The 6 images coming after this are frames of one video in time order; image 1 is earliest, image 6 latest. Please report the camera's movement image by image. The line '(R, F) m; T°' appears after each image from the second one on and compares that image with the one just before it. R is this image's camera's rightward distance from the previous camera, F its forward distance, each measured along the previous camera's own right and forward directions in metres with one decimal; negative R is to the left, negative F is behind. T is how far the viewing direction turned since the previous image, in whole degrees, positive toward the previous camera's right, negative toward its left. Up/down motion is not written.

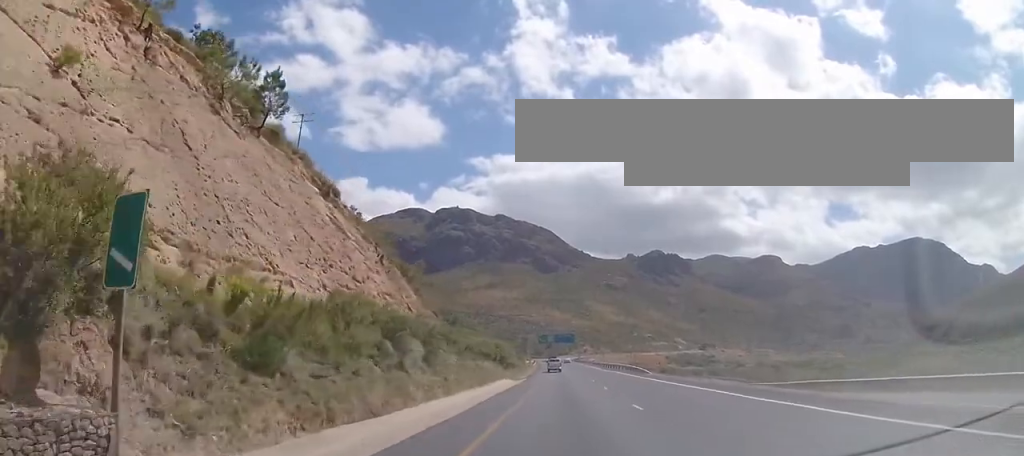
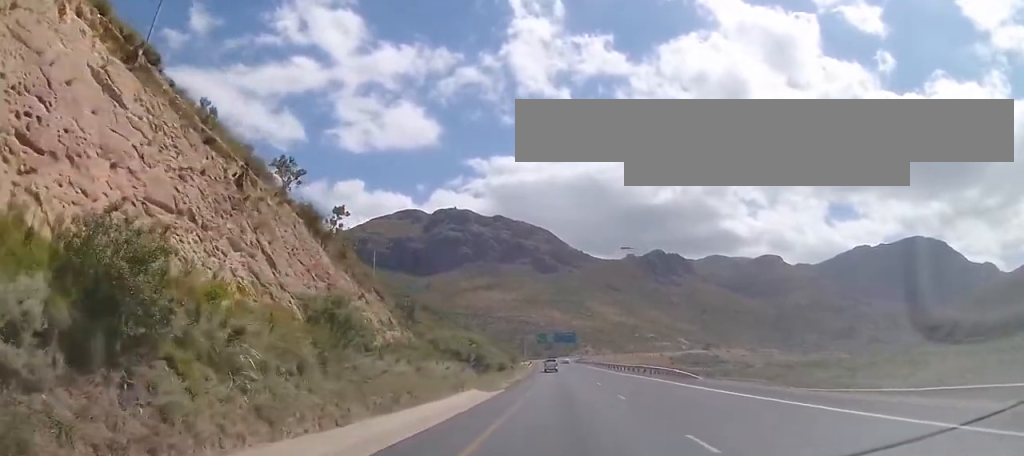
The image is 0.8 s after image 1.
(-0.2, +19.6) m; 0°
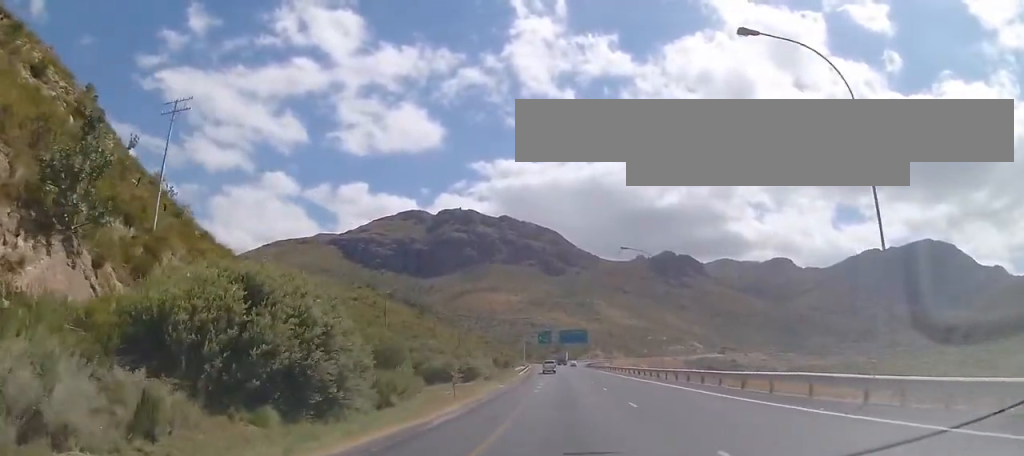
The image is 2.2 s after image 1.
(+0.2, +37.0) m; 0°
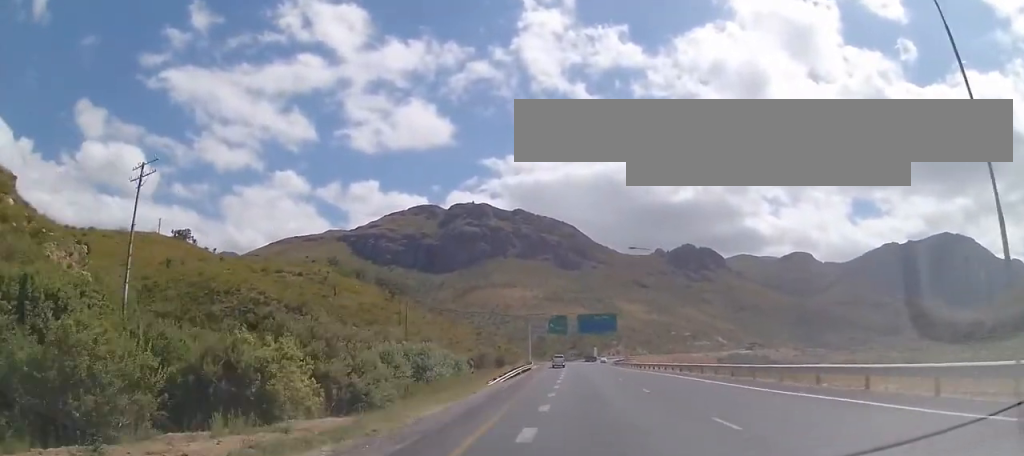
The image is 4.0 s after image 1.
(-0.4, +43.8) m; -1°
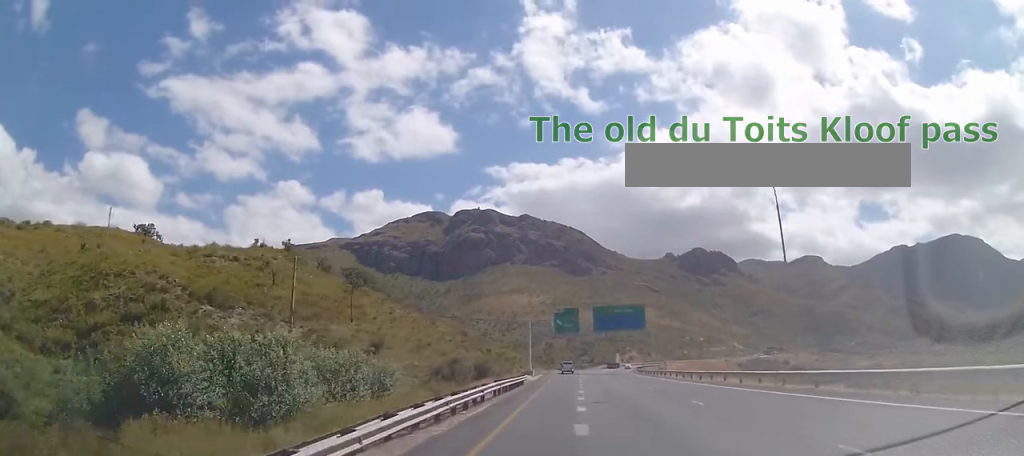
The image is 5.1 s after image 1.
(-0.2, +27.6) m; 0°
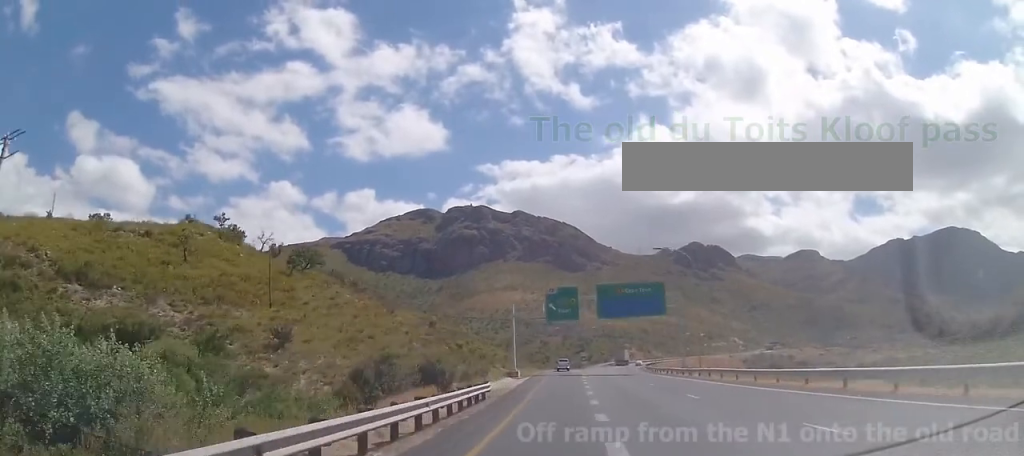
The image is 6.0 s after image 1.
(0.0, +20.9) m; 0°
